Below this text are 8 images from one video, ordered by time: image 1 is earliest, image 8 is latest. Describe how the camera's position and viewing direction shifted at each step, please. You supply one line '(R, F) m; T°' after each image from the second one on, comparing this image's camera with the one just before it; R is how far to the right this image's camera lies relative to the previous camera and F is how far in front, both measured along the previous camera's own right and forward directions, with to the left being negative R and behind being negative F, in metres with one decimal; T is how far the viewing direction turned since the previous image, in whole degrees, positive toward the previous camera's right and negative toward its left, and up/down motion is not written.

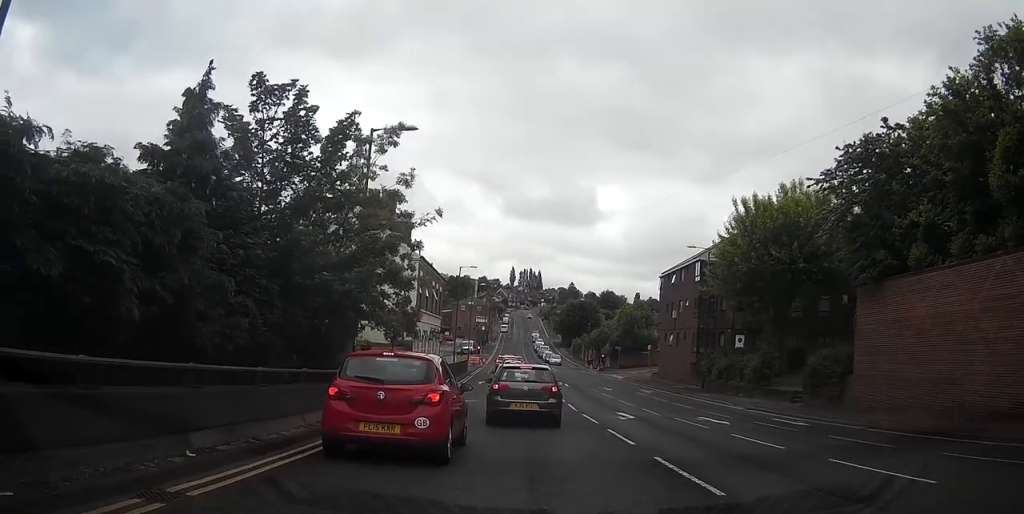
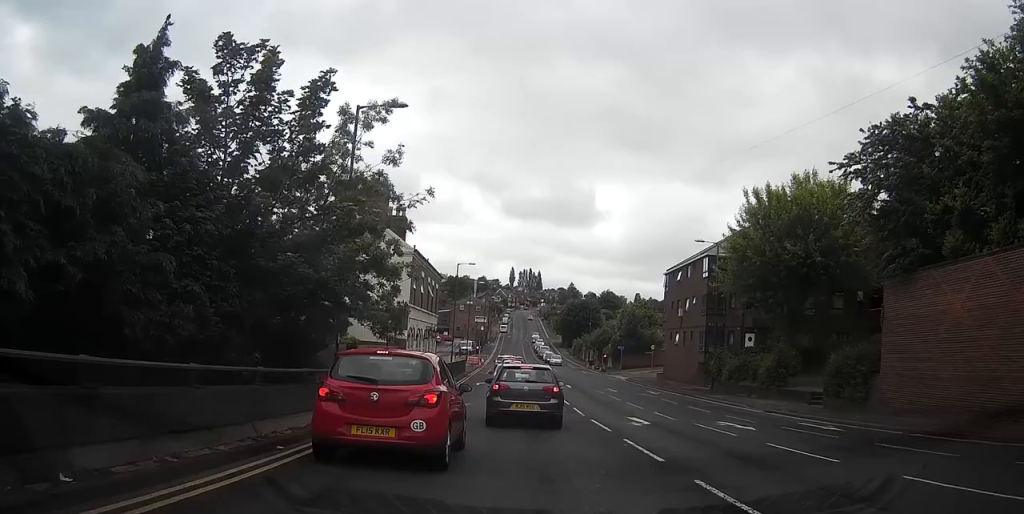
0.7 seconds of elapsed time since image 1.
(0.0, +2.6) m; 0°
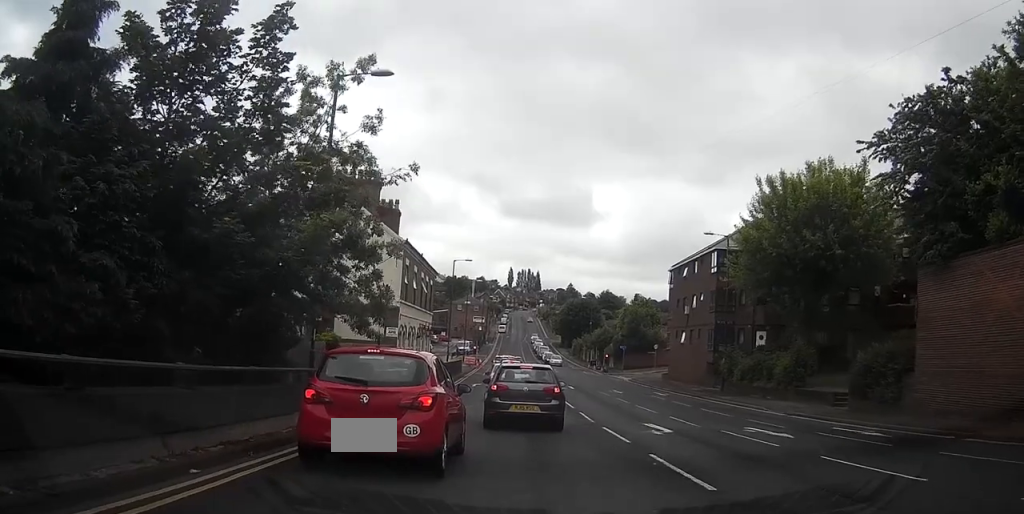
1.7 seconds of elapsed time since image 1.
(0.0, +2.8) m; 0°
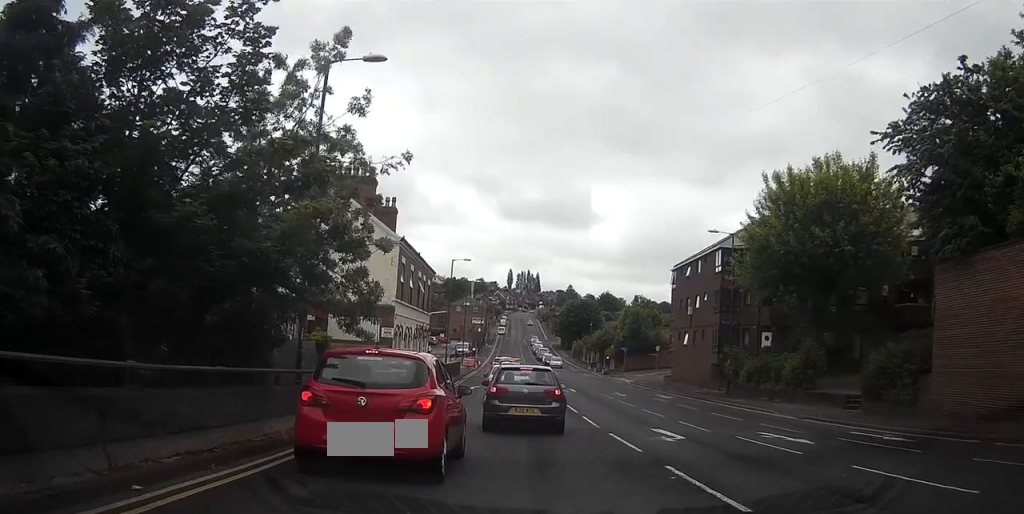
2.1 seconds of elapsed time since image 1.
(0.0, +1.3) m; 0°
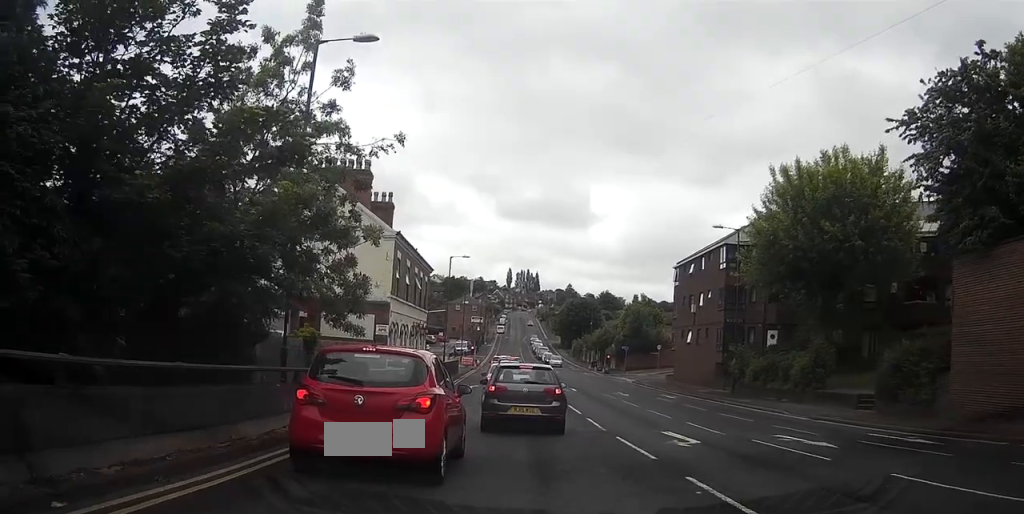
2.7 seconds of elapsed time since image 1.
(0.0, +1.2) m; 0°
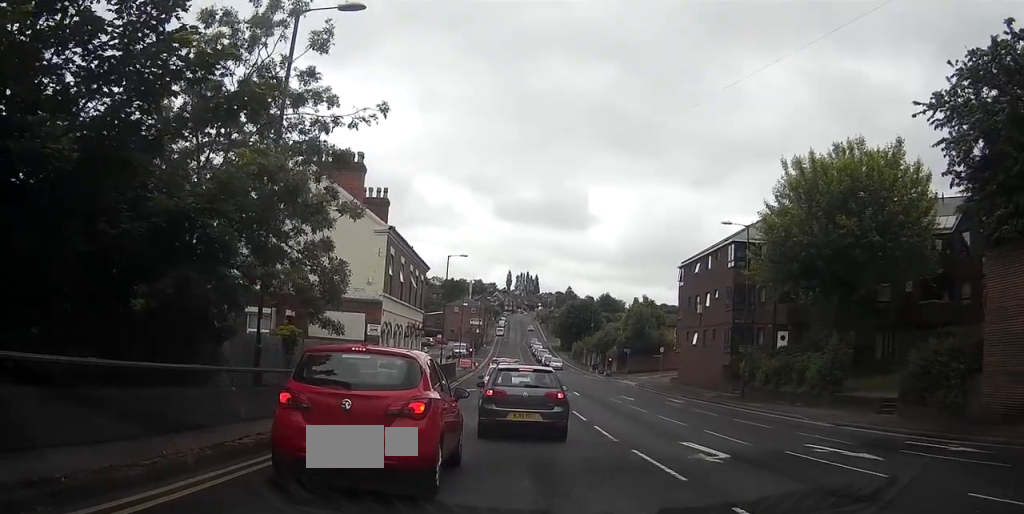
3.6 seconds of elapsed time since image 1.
(0.0, +1.9) m; -2°
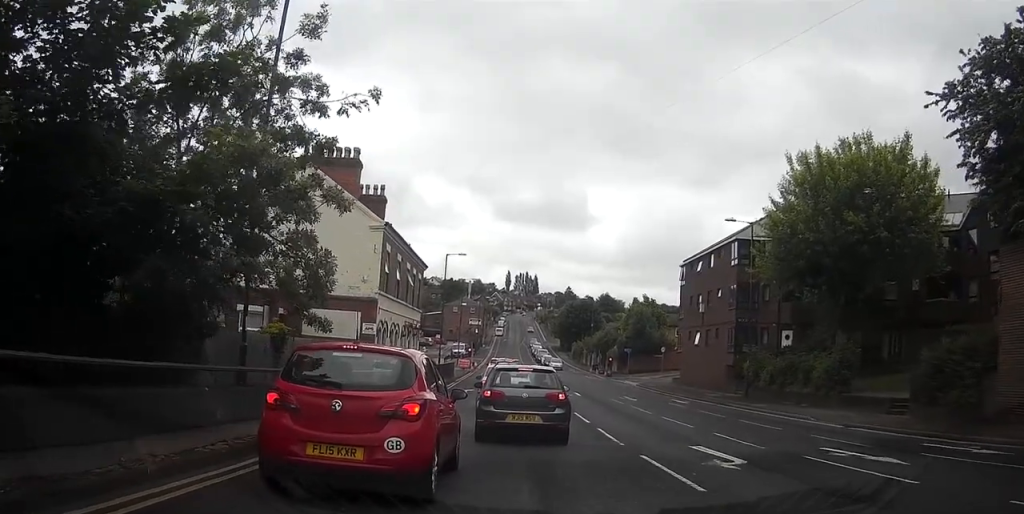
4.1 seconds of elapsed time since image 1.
(0.0, +0.8) m; -2°
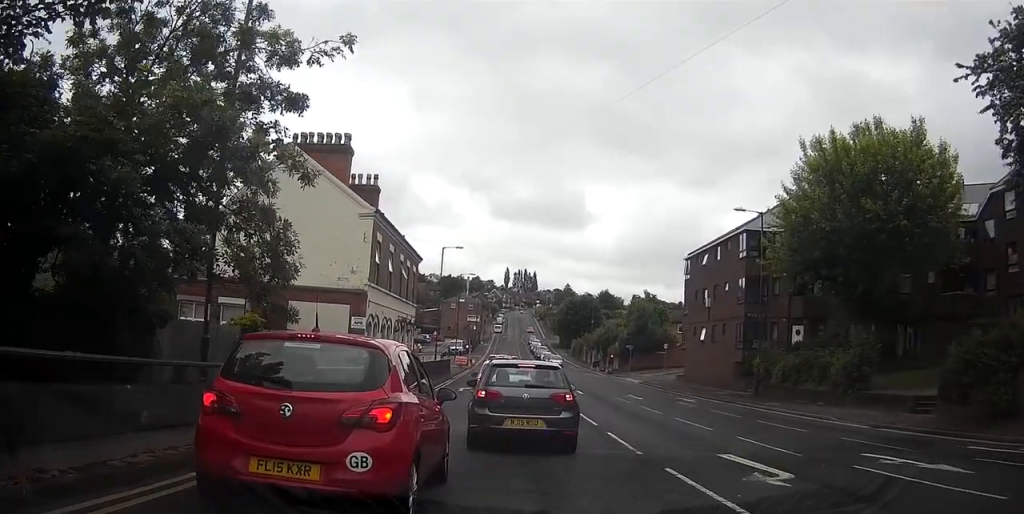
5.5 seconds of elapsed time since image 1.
(0.0, +1.4) m; 0°
